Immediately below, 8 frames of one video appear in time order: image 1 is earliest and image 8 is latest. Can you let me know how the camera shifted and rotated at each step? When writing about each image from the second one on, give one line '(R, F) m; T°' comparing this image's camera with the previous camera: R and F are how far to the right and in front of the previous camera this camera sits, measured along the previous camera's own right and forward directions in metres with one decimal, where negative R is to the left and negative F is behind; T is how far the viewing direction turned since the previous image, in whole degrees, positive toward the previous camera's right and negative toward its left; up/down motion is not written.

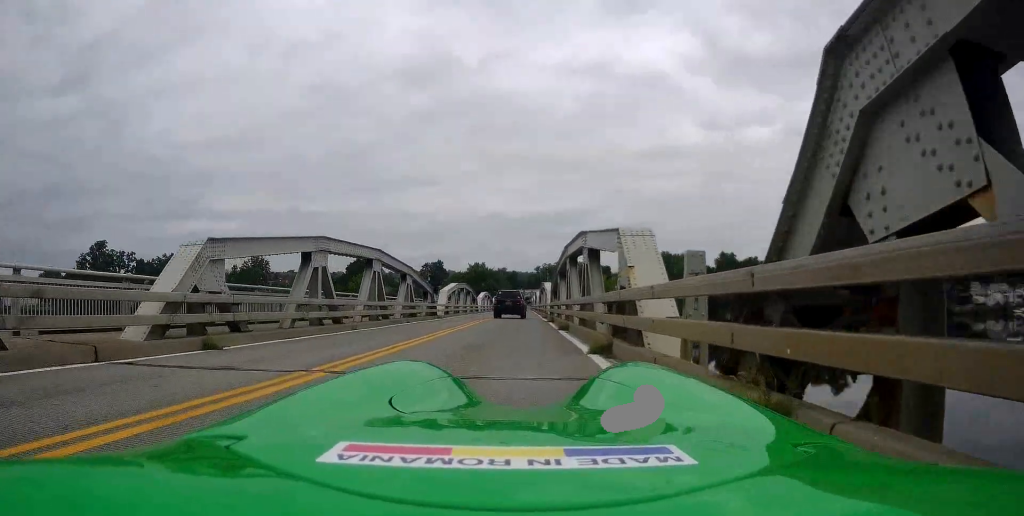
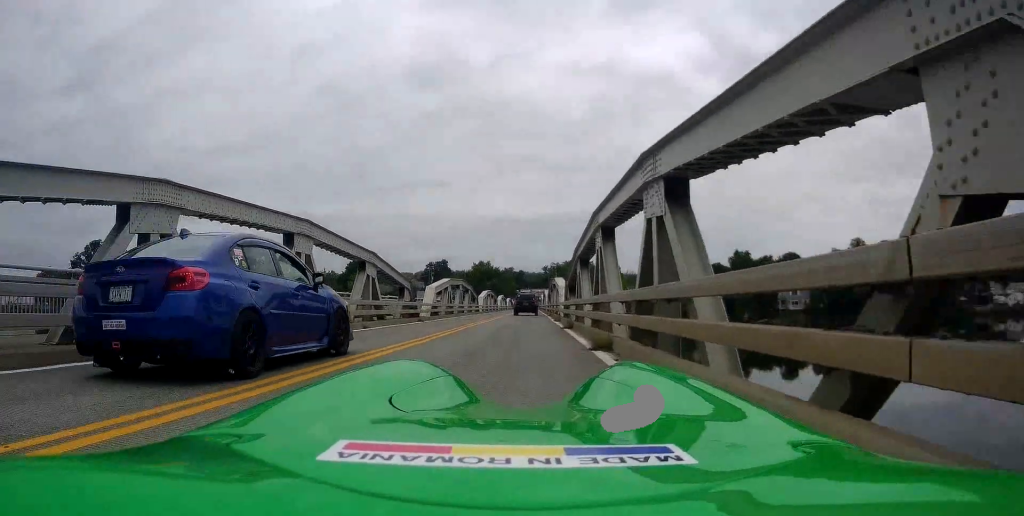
(+0.1, +8.1) m; 0°
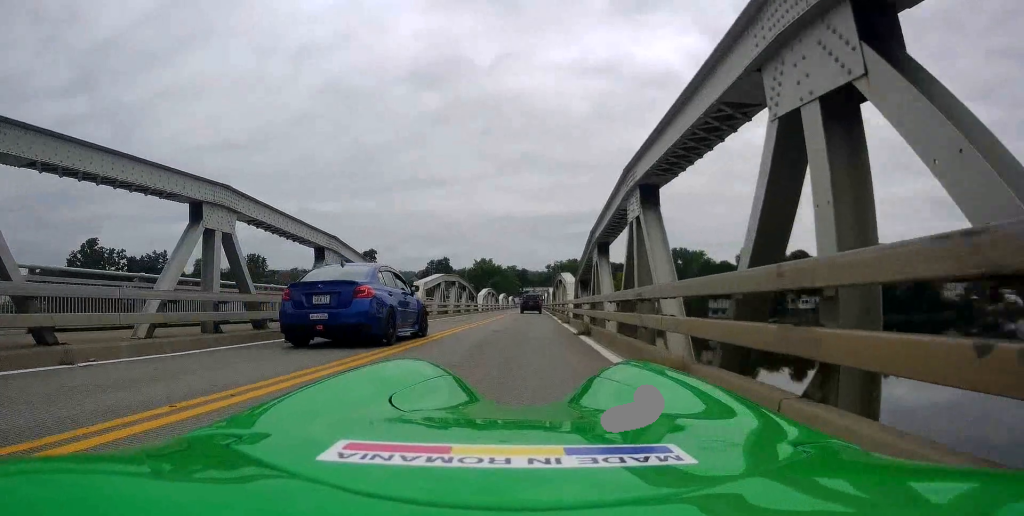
(-0.1, +4.5) m; -1°
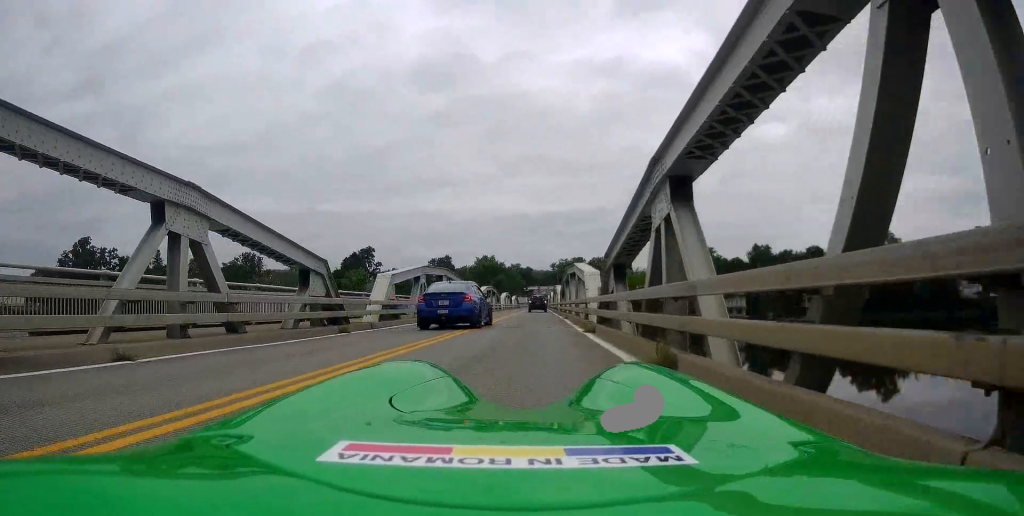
(-0.2, +7.9) m; +1°
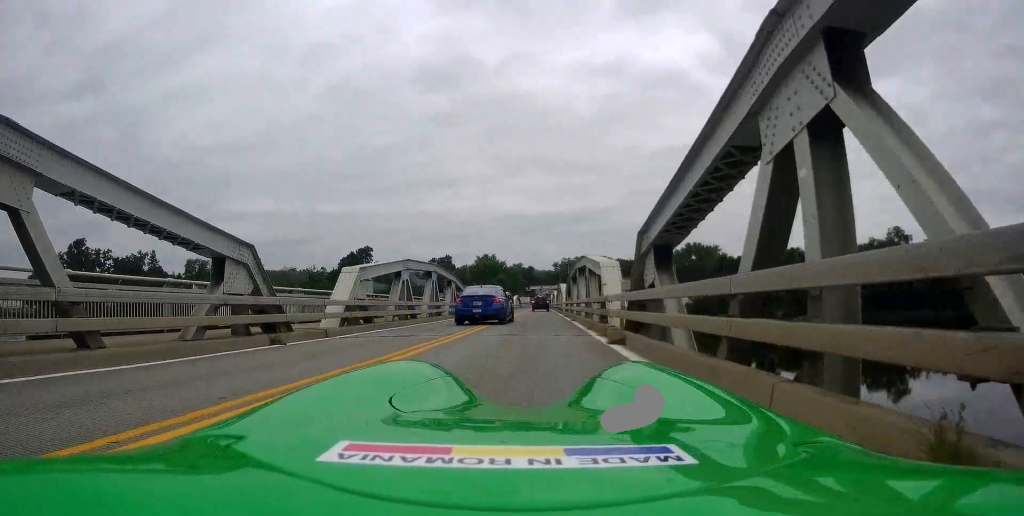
(+0.1, +4.5) m; +1°
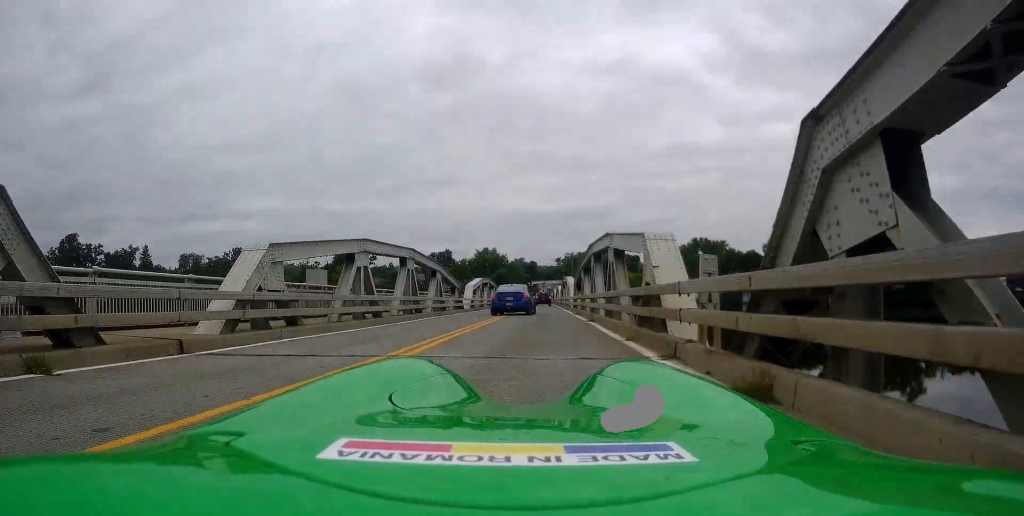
(+0.1, +6.6) m; 0°
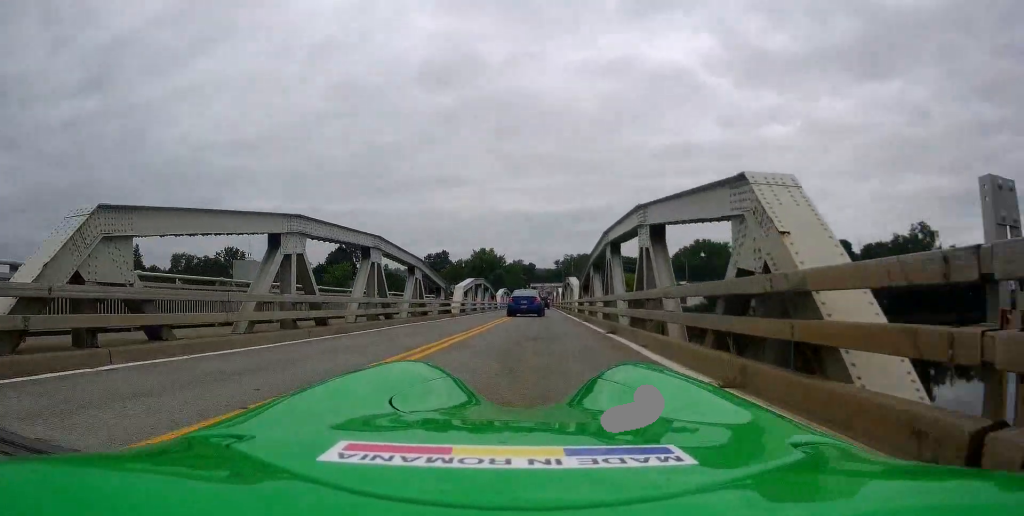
(-0.1, +5.3) m; -1°
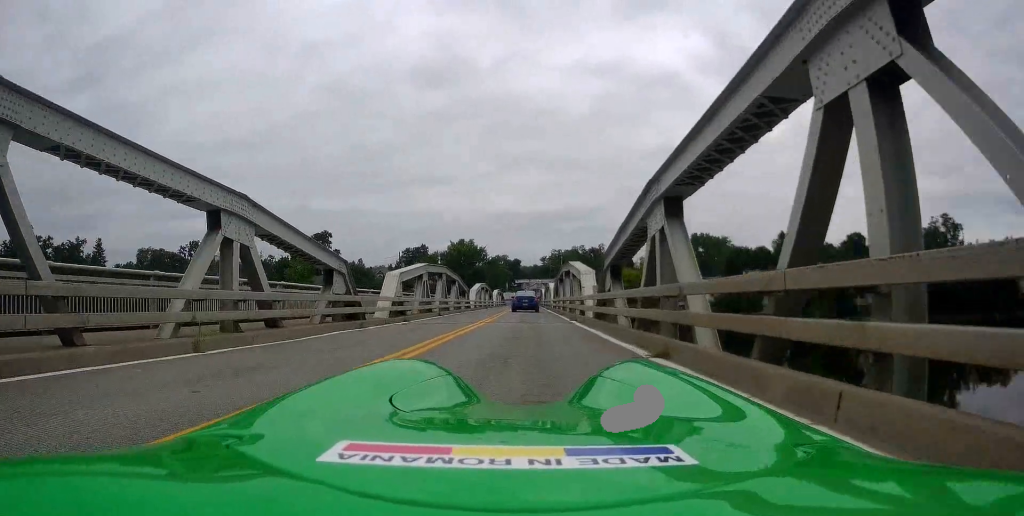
(+0.3, +15.3) m; 0°
